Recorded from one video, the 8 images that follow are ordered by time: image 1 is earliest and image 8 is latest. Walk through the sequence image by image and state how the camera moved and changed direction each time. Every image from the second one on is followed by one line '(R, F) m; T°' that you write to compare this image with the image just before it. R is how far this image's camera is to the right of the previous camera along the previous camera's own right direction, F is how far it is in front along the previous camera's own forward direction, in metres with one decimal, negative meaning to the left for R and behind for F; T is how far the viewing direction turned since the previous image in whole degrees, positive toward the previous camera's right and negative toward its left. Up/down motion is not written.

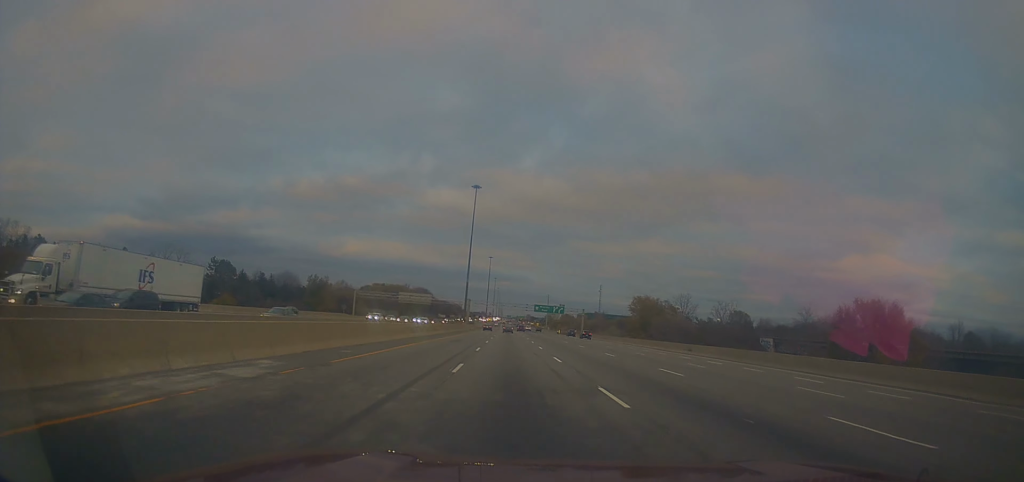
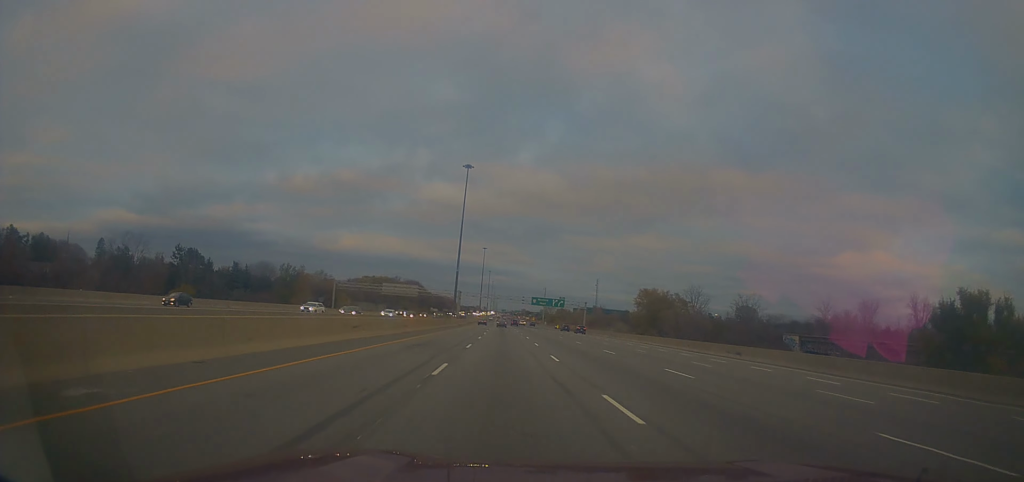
(+0.1, +14.8) m; 0°
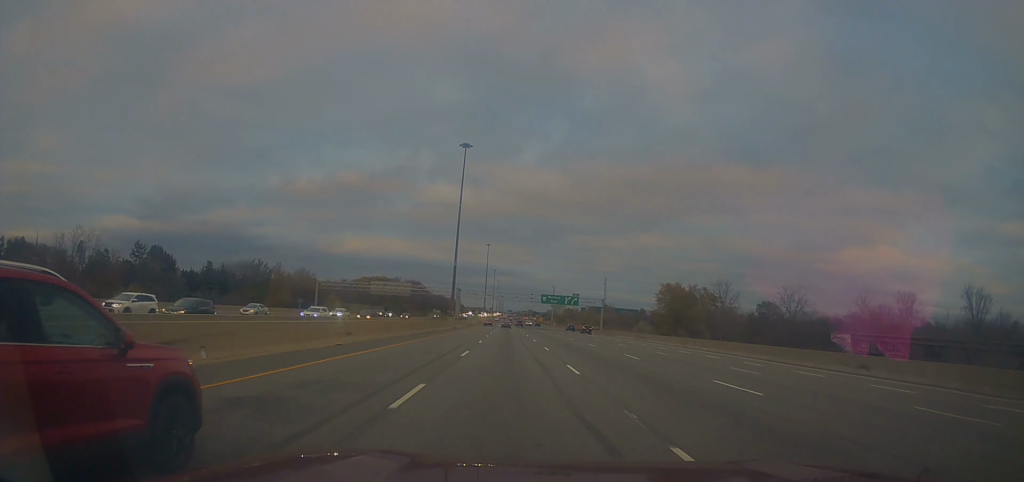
(+0.2, +17.8) m; 0°
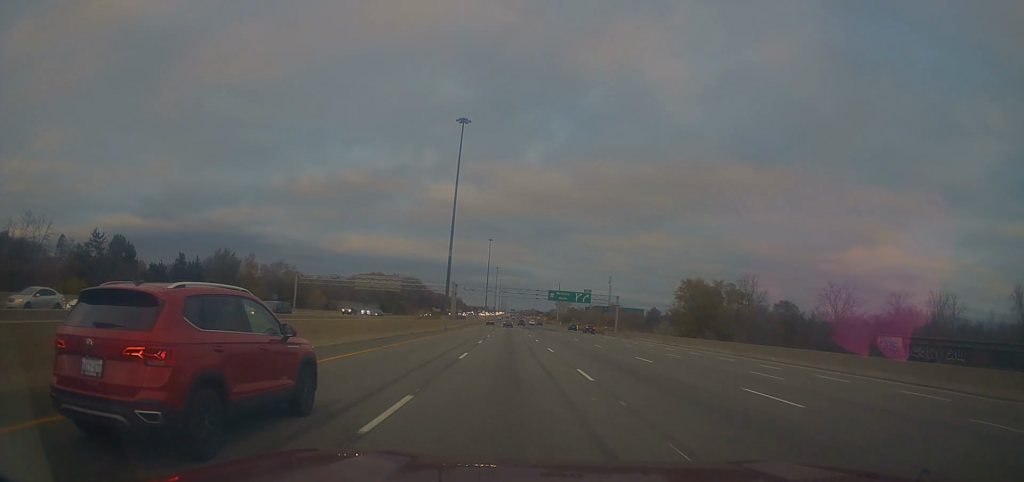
(-0.2, +14.8) m; 0°
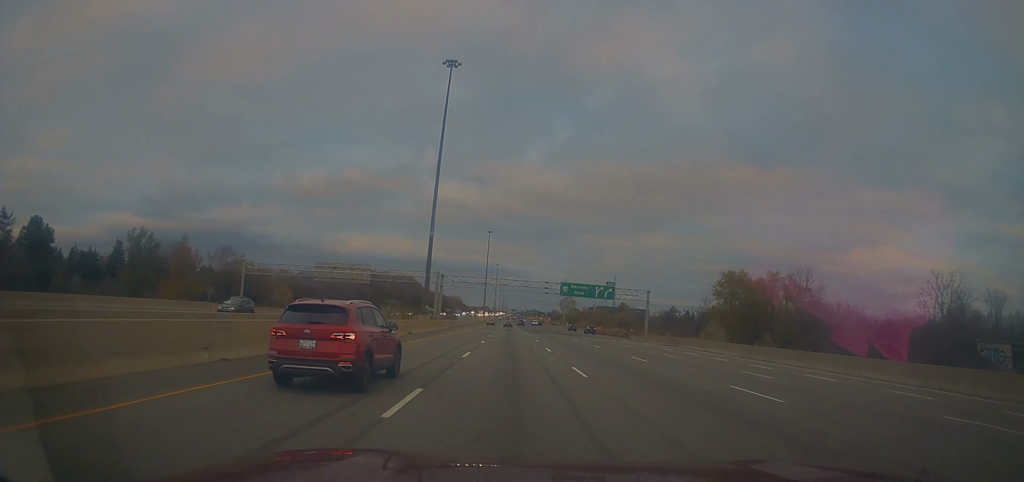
(-0.2, +24.7) m; 0°
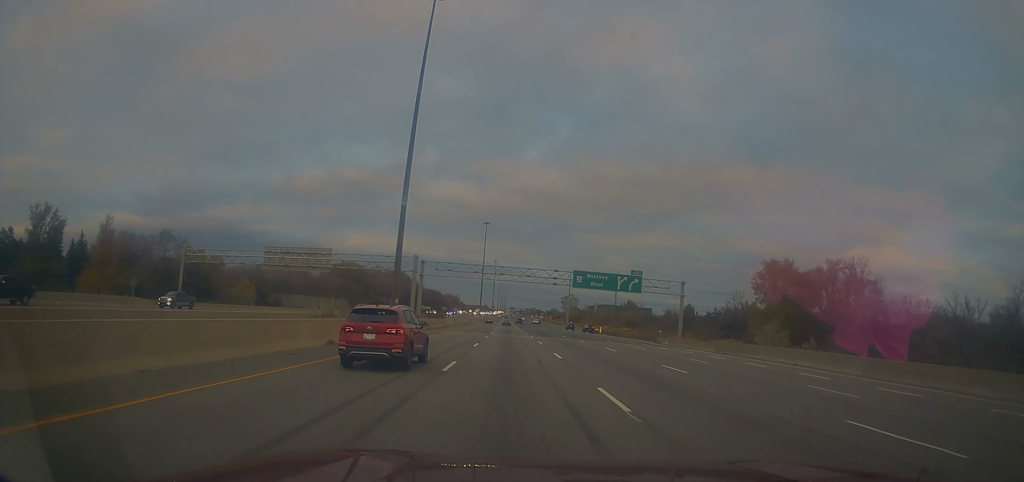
(0.0, +18.8) m; 0°
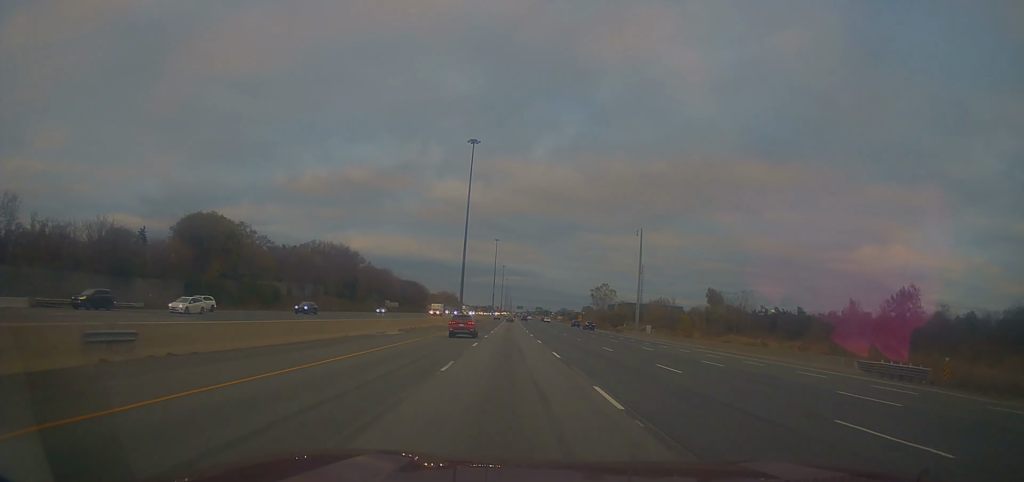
(-0.6, +103.3) m; -1°
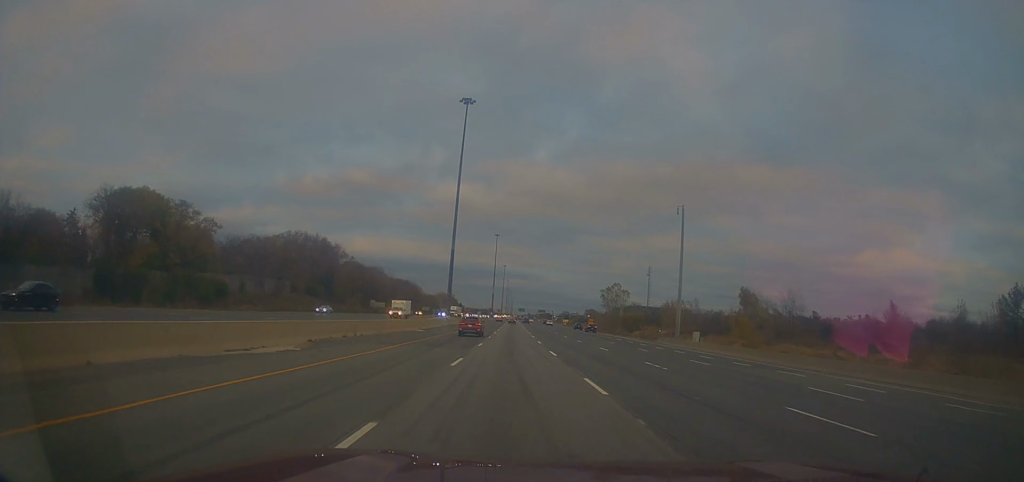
(-0.4, +23.8) m; 0°
